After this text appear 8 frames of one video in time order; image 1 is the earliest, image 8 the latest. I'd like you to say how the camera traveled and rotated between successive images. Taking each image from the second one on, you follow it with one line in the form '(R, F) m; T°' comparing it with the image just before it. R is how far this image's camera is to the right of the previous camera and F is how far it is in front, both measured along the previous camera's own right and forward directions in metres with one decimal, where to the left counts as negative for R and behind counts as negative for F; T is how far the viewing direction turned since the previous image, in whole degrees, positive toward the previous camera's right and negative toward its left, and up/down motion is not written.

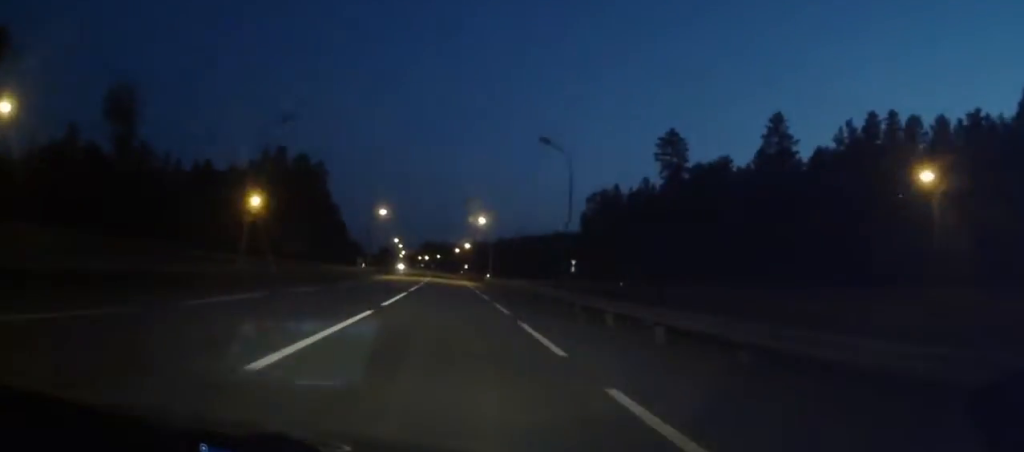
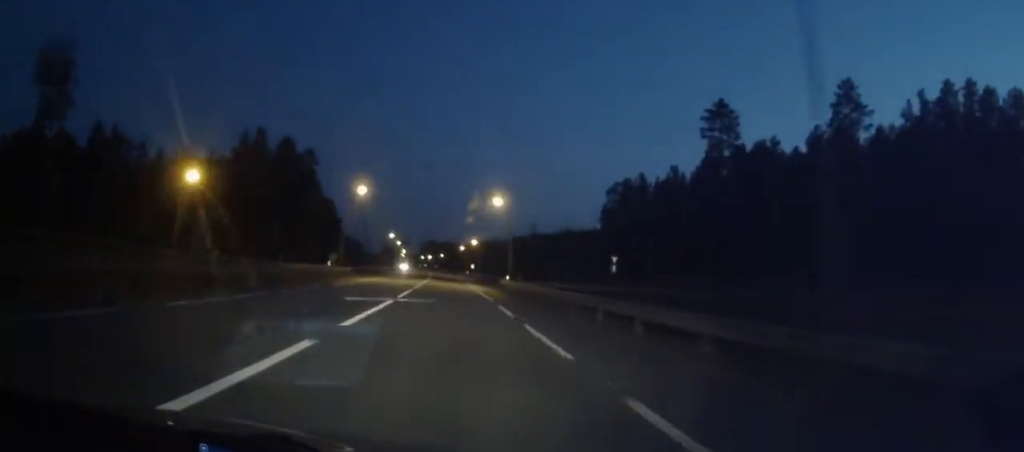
(0.0, +18.8) m; 0°
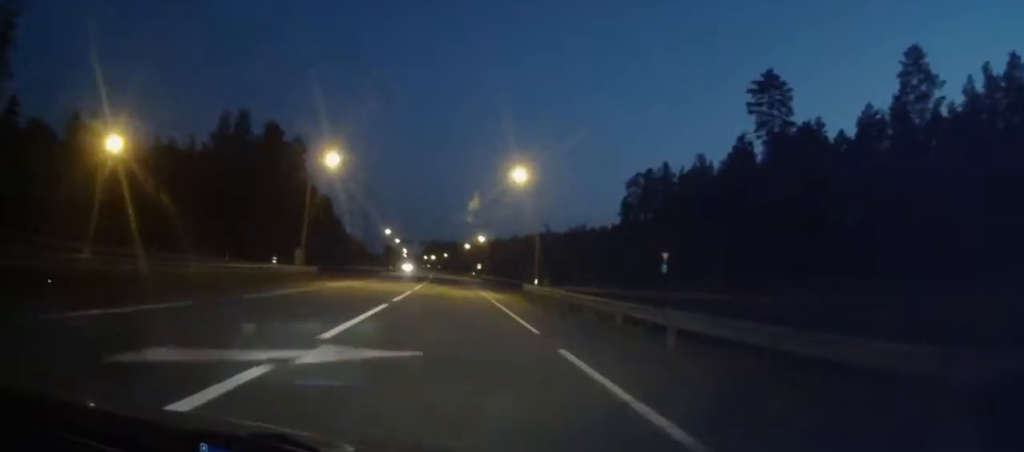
(-0.1, +14.1) m; 0°
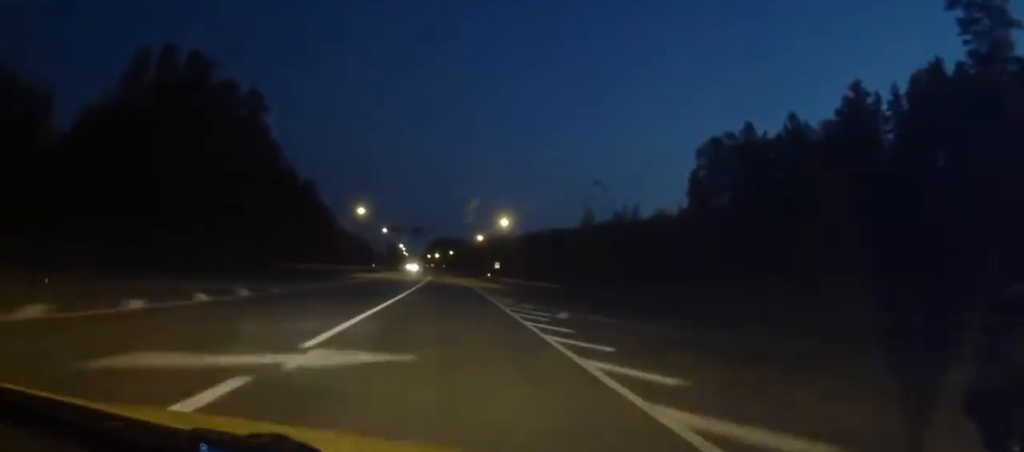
(-0.1, +36.3) m; -1°
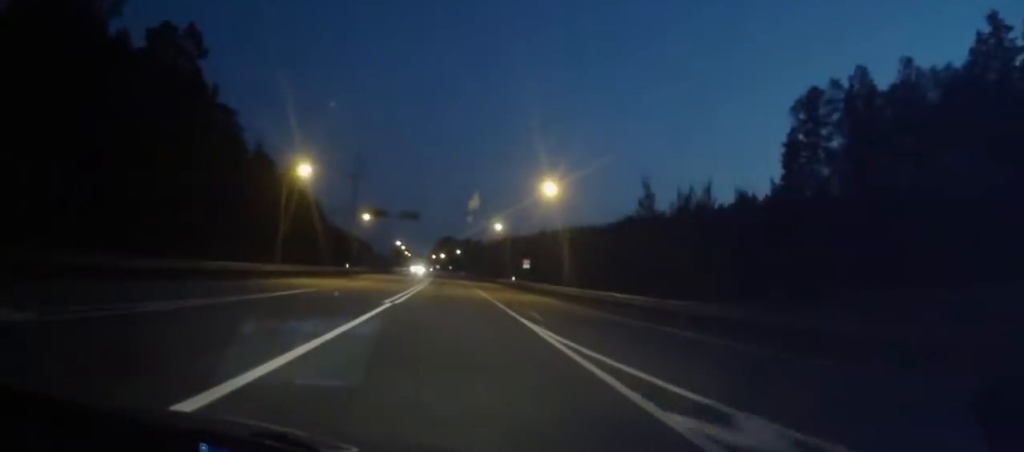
(-0.4, +29.0) m; -1°
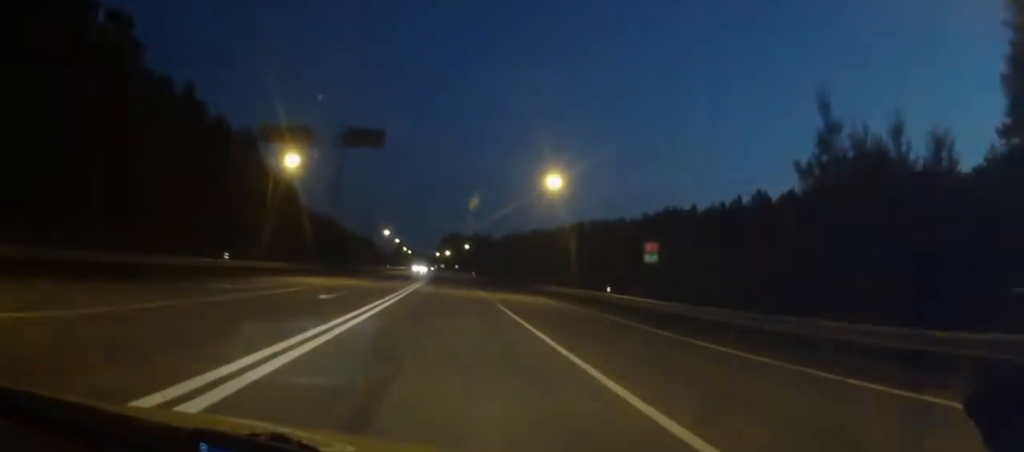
(0.0, +37.4) m; 0°
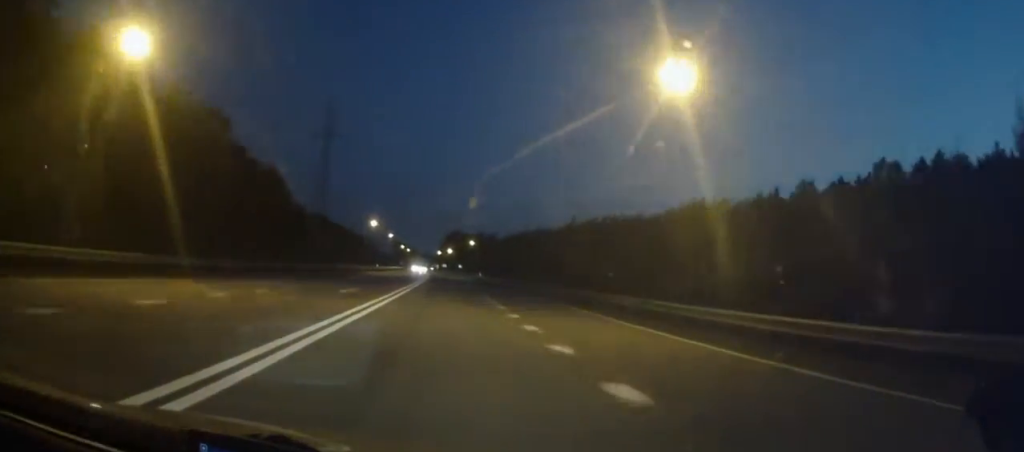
(0.0, +20.5) m; 0°
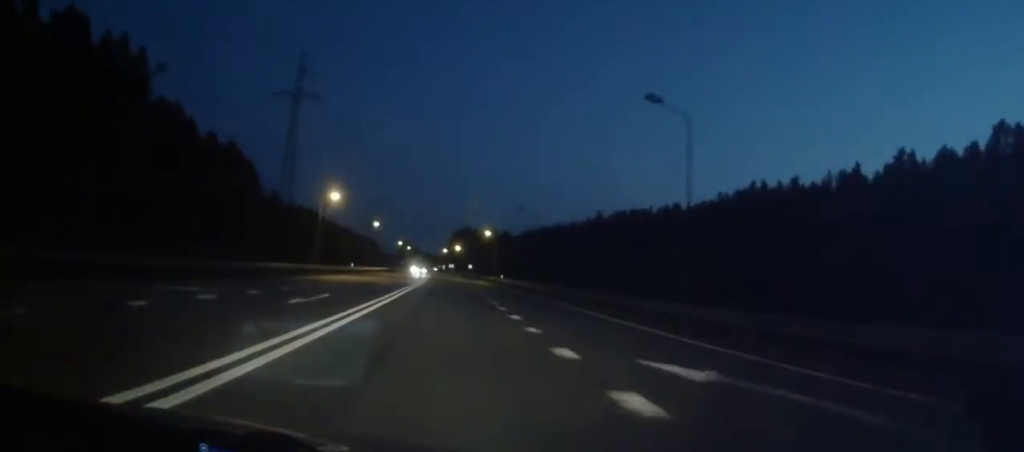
(-0.3, +32.6) m; -1°
